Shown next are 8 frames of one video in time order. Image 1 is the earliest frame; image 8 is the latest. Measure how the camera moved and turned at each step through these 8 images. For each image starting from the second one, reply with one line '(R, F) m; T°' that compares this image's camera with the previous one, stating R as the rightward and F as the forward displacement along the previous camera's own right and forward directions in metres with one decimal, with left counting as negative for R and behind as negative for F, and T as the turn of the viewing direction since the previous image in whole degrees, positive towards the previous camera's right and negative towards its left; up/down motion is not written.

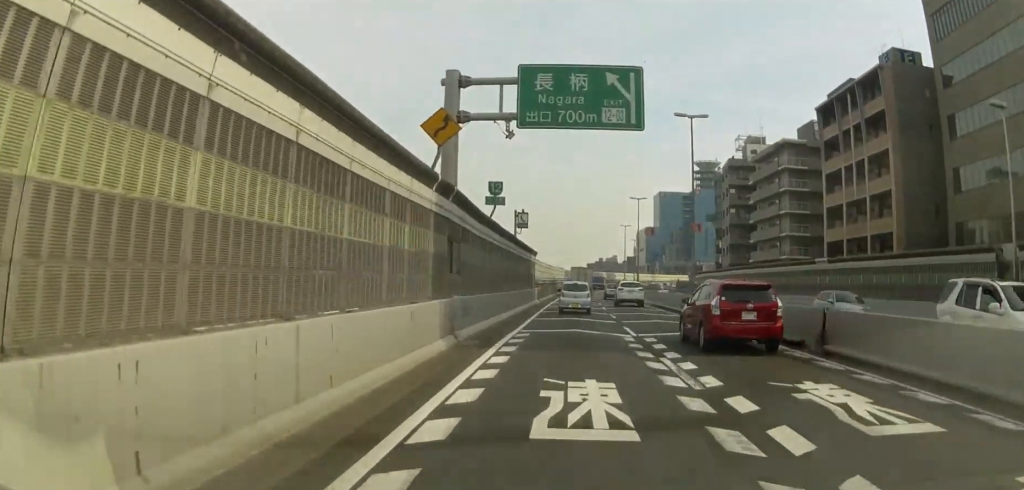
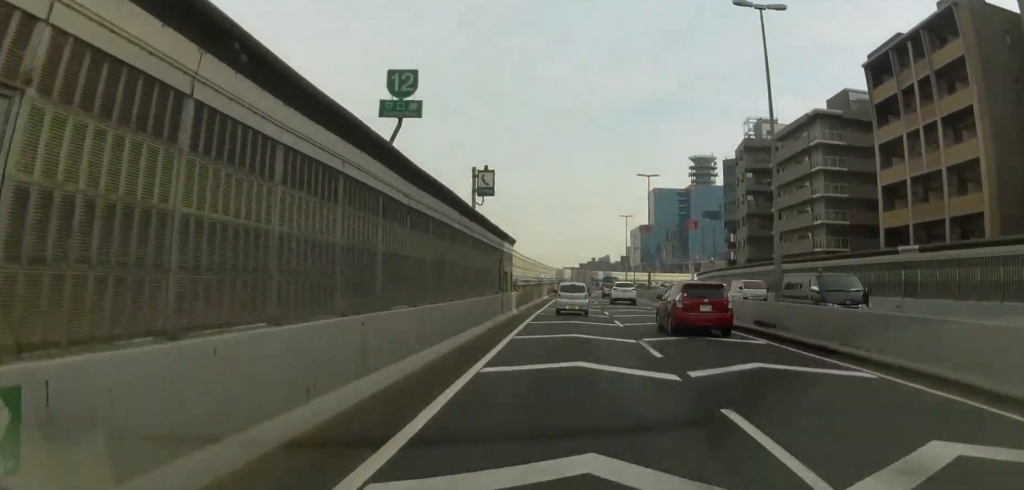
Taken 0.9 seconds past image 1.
(0.0, +15.8) m; 0°
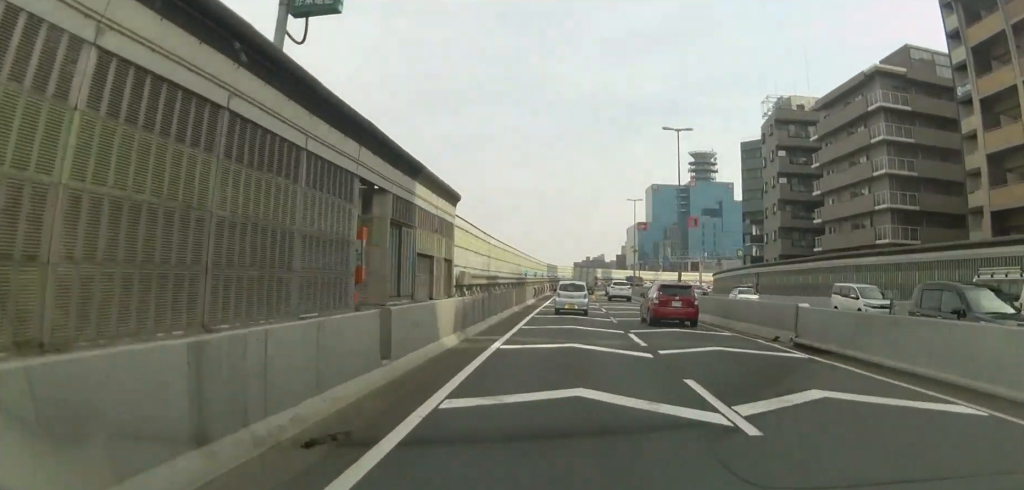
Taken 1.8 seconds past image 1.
(0.0, +17.6) m; +1°
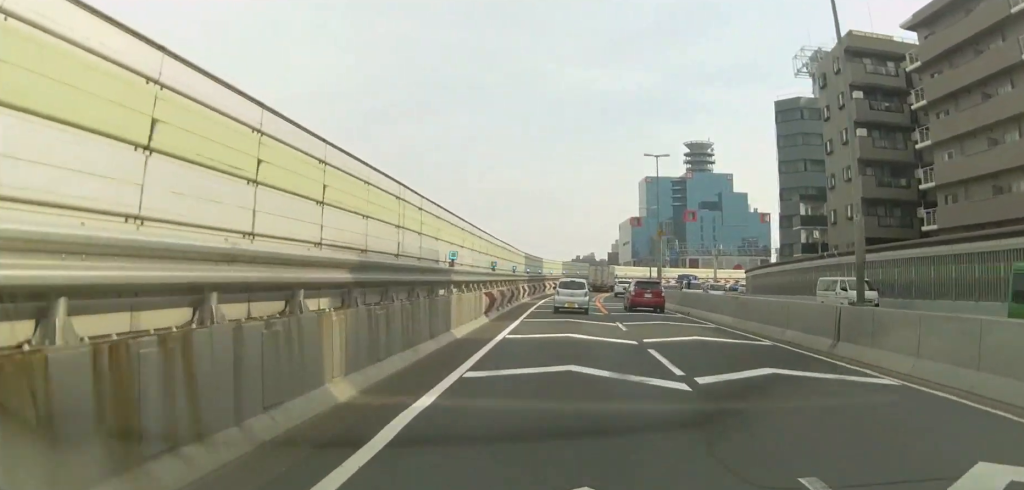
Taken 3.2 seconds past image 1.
(+0.4, +25.4) m; 0°
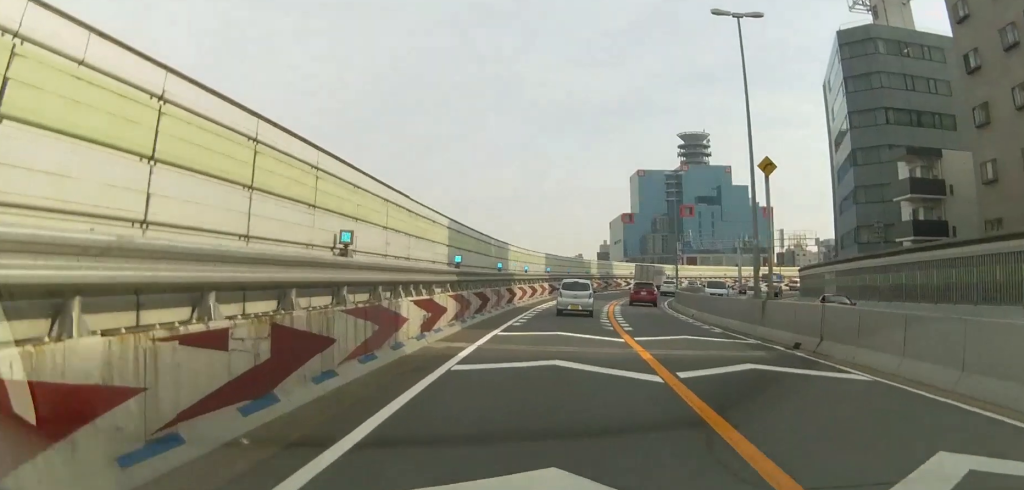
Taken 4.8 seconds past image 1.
(0.0, +27.9) m; +1°
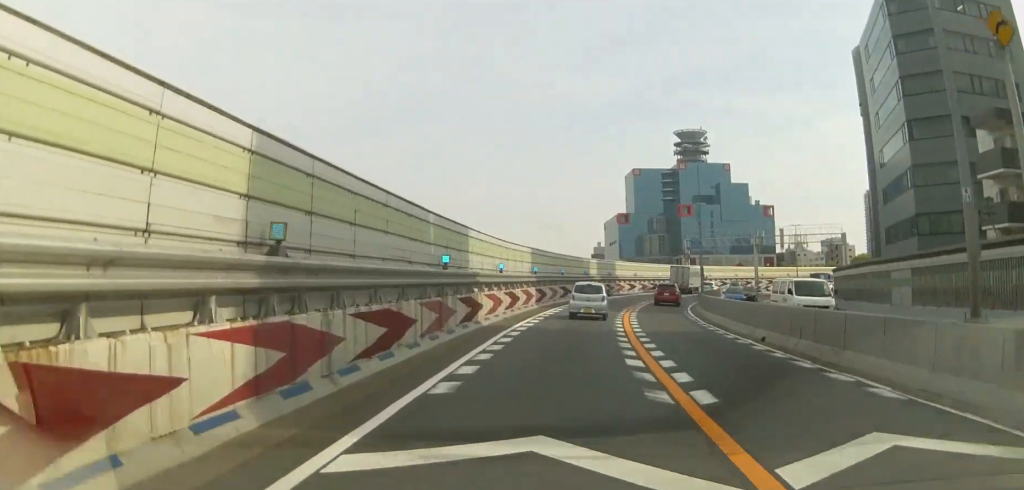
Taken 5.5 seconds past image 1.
(+0.1, +12.8) m; +1°
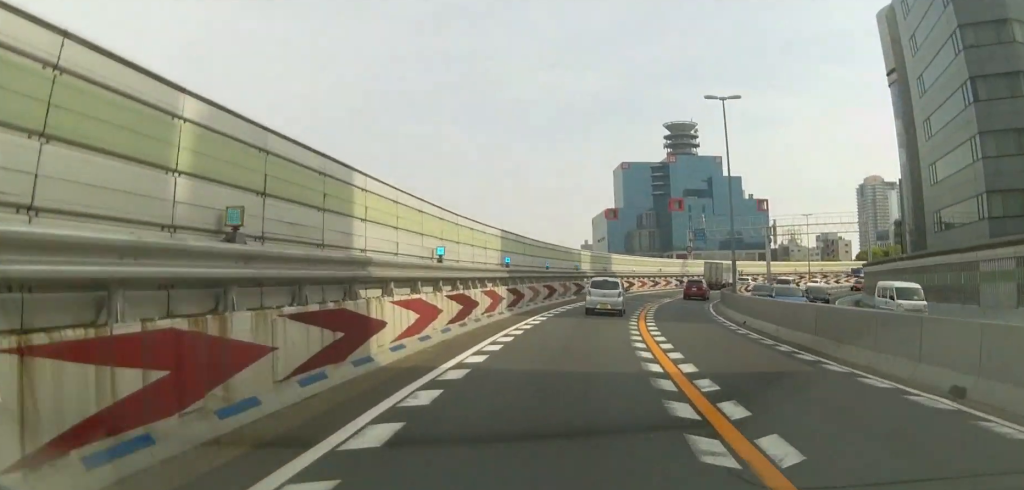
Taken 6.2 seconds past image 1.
(0.0, +11.5) m; +1°
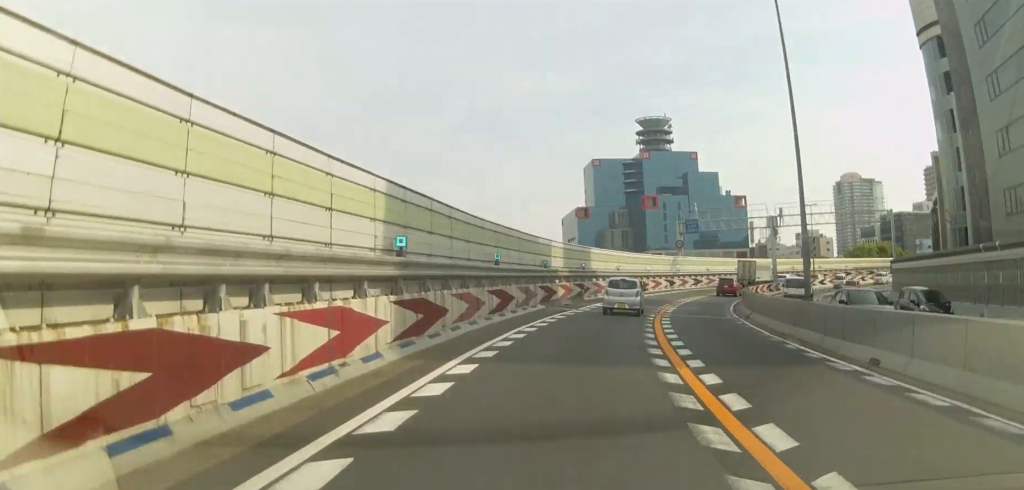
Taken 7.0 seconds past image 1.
(+0.3, +13.7) m; +1°
